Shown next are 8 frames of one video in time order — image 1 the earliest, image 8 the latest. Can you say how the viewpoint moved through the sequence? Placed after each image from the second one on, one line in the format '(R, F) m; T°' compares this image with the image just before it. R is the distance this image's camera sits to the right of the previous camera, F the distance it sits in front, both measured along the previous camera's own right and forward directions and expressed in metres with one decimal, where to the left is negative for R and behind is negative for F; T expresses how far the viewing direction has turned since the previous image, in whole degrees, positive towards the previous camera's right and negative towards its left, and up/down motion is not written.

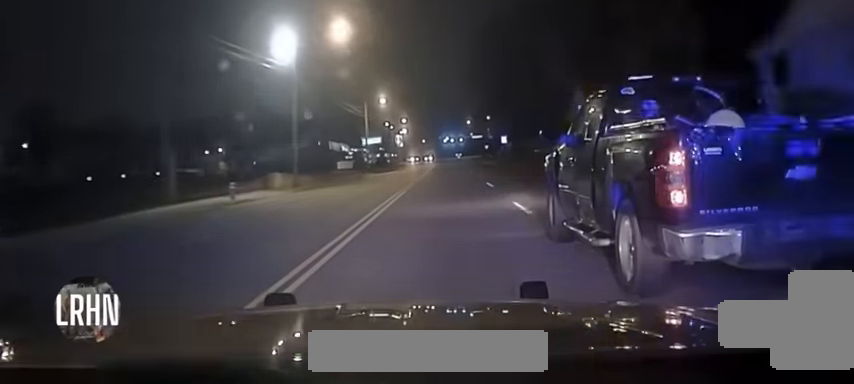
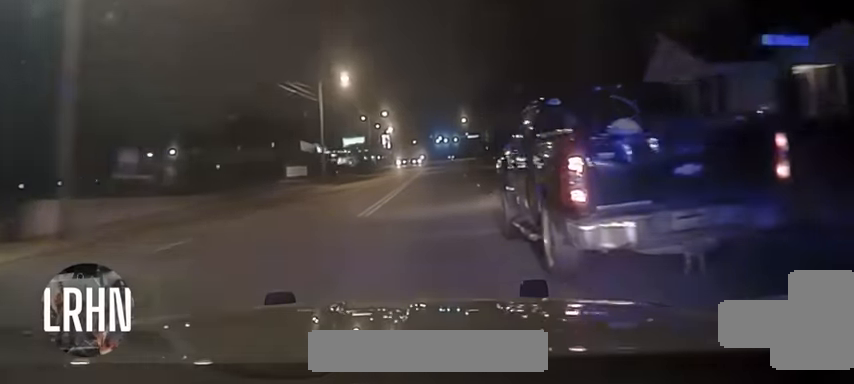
(0.0, +27.2) m; 0°
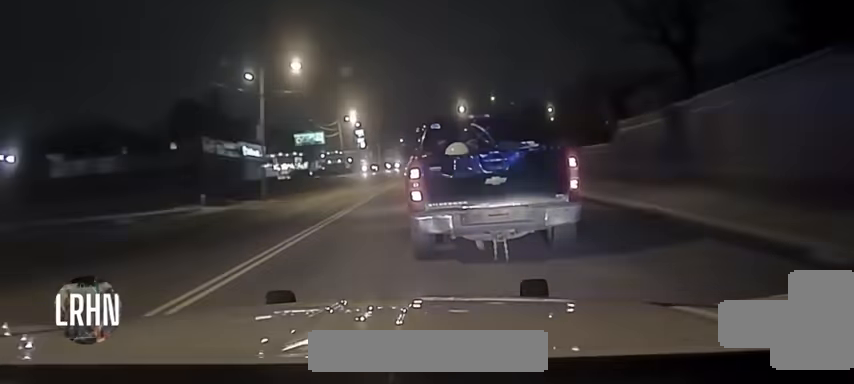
(+1.0, +53.1) m; +1°
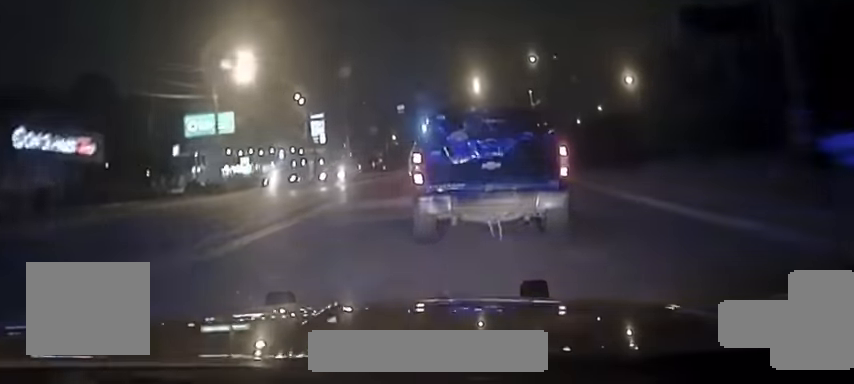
(-0.6, +58.9) m; +1°
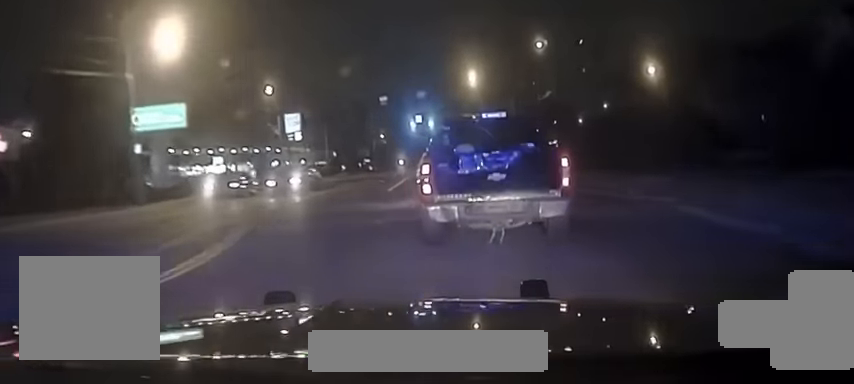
(+0.2, +12.8) m; +1°
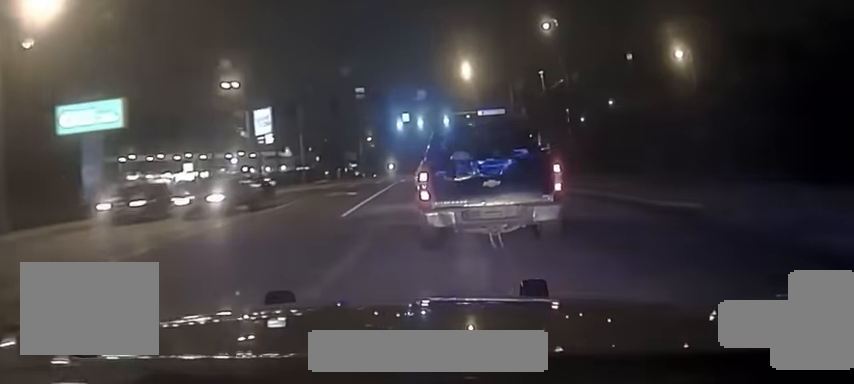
(0.0, +11.6) m; 0°
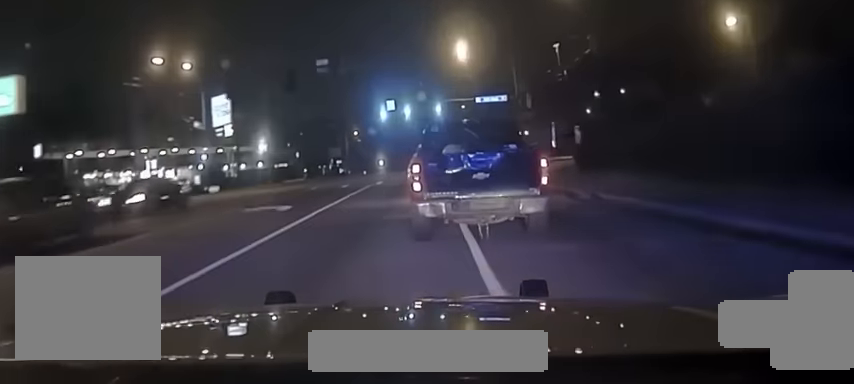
(0.0, +12.6) m; 0°
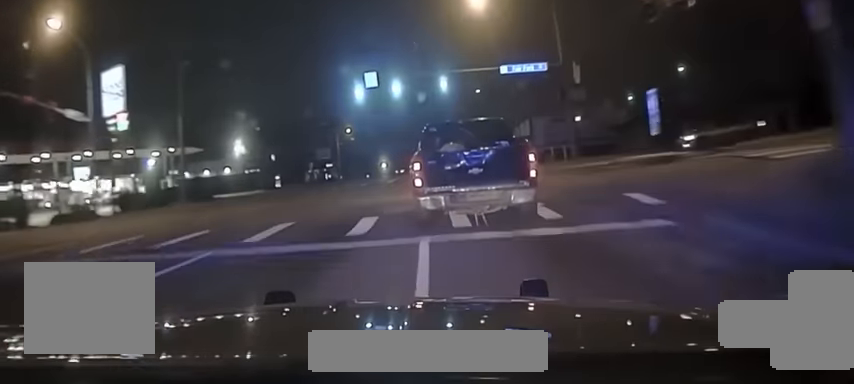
(0.0, +25.1) m; -1°
